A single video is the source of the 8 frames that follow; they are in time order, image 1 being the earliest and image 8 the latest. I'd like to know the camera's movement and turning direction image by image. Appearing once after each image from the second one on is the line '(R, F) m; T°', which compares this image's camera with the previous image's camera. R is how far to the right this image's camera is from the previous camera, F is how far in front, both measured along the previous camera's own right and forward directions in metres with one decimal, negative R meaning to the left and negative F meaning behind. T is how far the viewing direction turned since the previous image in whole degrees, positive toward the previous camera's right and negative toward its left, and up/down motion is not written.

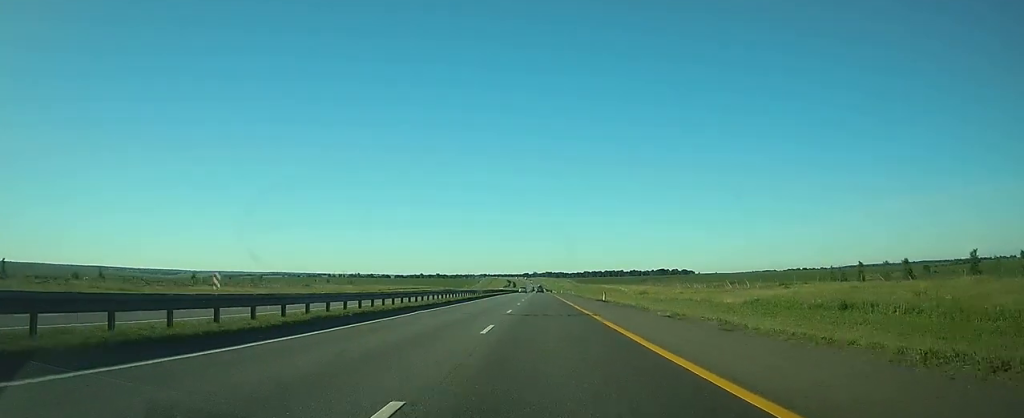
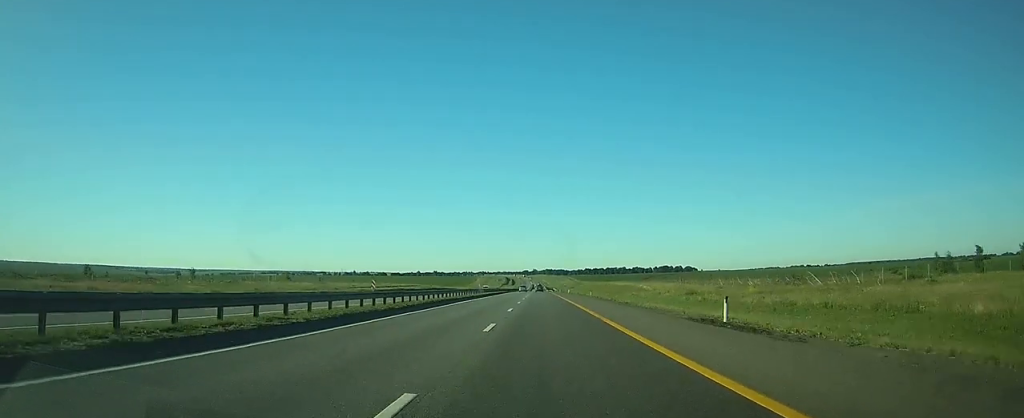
(-0.1, +35.9) m; 0°
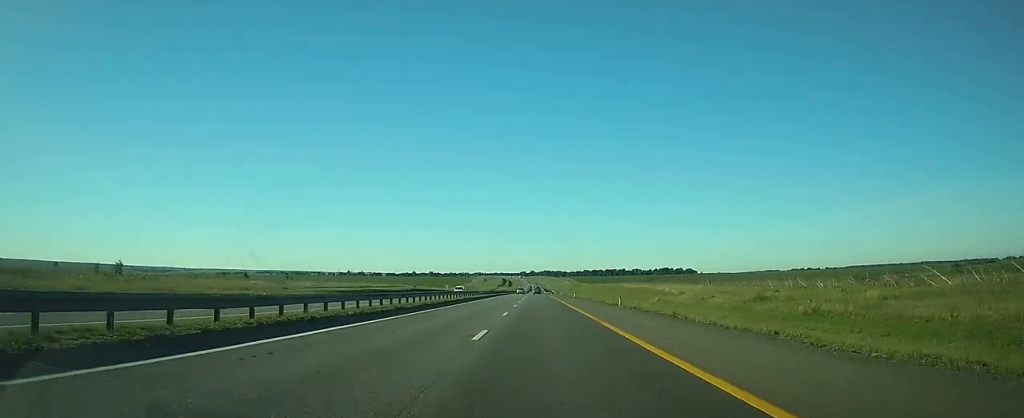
(0.0, +26.1) m; 0°
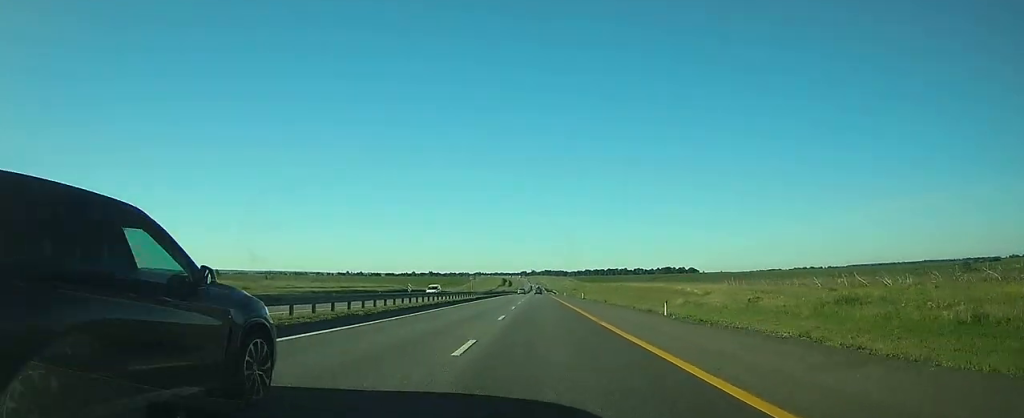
(0.0, +15.2) m; 0°
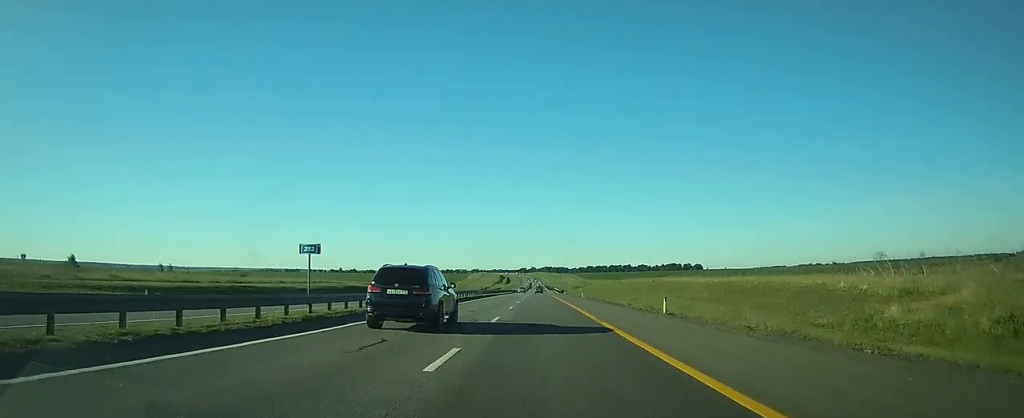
(0.0, +50.2) m; 0°
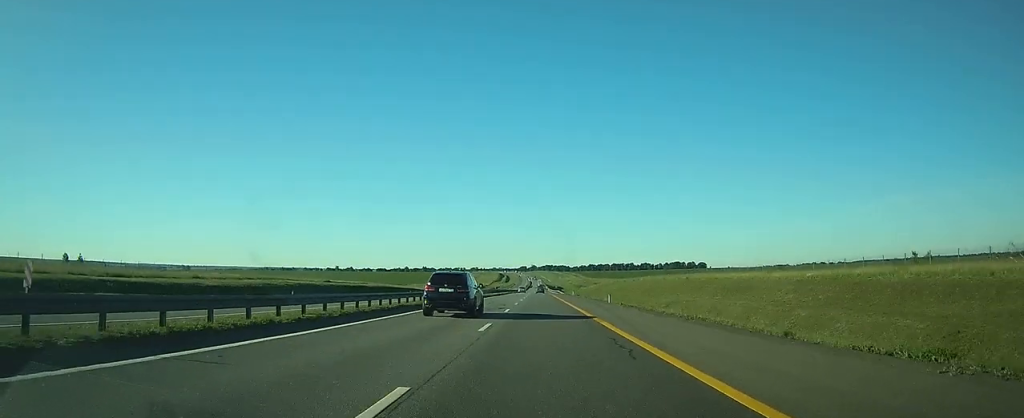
(0.0, +28.4) m; 0°
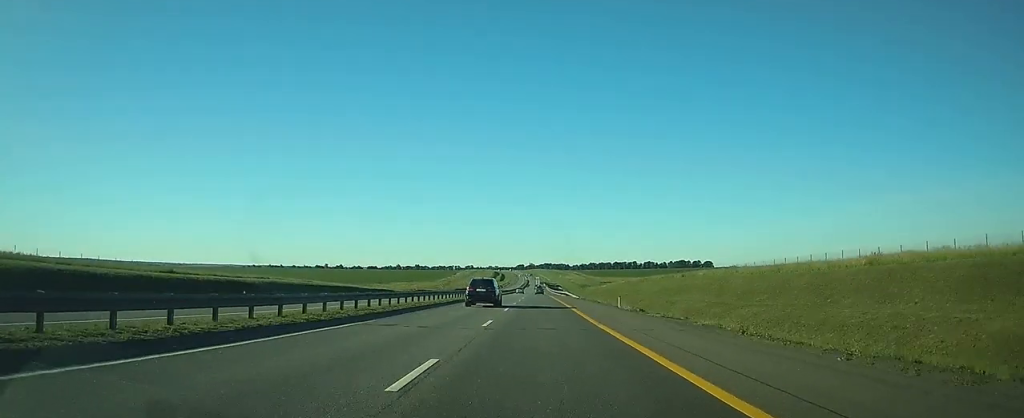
(0.0, +57.1) m; 0°
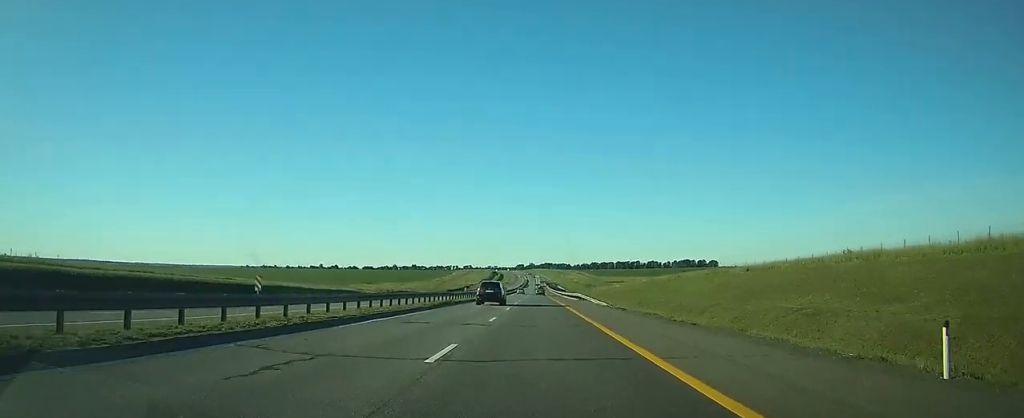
(0.0, +33.1) m; 0°
